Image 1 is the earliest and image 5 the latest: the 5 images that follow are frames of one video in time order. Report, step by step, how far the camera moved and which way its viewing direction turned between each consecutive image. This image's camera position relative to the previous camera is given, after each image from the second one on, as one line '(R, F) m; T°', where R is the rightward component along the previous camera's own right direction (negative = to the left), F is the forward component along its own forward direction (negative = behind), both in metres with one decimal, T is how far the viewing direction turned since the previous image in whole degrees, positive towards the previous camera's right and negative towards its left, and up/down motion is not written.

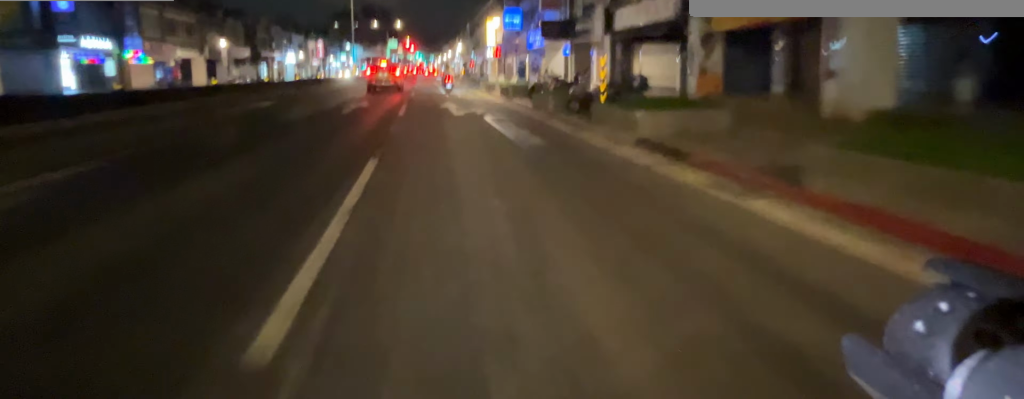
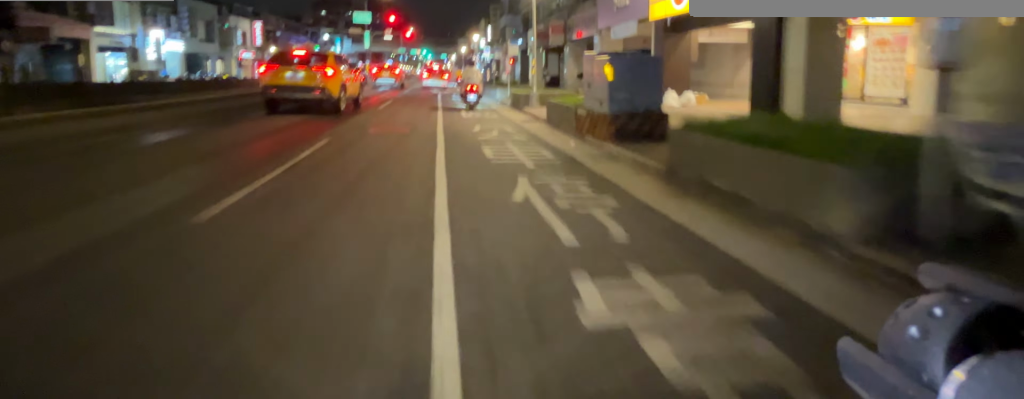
(-0.4, +34.2) m; -2°
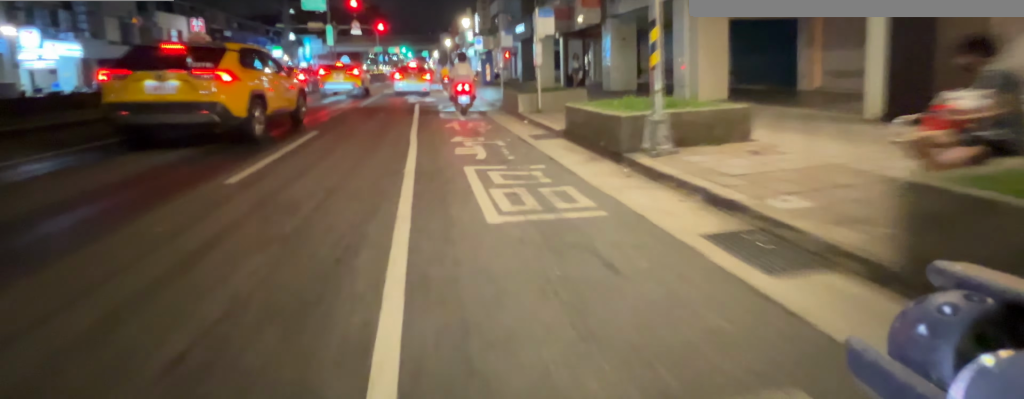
(+0.1, +5.9) m; +1°
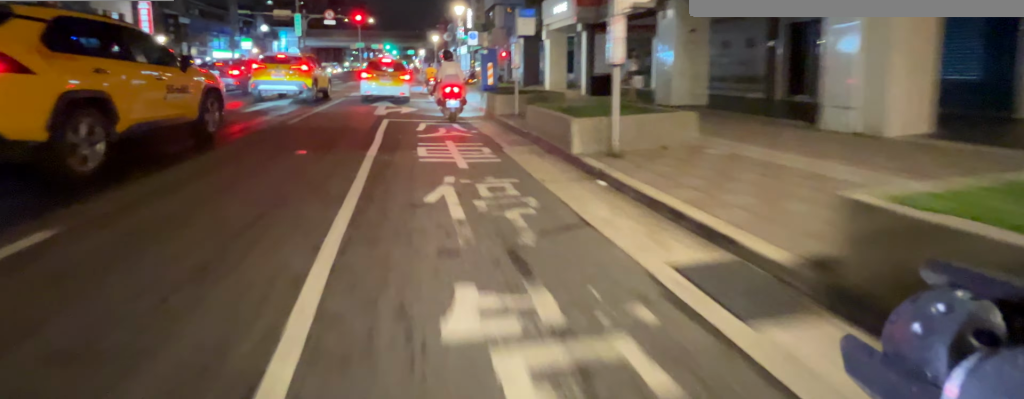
(0.0, +3.2) m; 0°
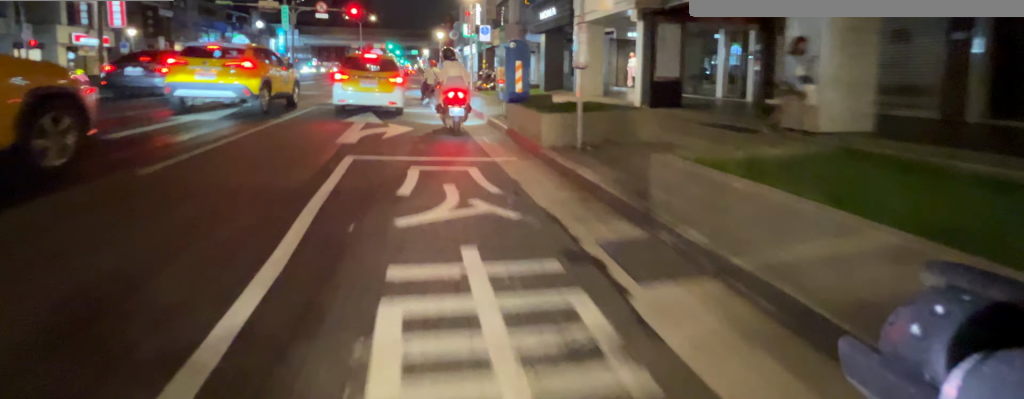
(0.0, +2.5) m; 0°
